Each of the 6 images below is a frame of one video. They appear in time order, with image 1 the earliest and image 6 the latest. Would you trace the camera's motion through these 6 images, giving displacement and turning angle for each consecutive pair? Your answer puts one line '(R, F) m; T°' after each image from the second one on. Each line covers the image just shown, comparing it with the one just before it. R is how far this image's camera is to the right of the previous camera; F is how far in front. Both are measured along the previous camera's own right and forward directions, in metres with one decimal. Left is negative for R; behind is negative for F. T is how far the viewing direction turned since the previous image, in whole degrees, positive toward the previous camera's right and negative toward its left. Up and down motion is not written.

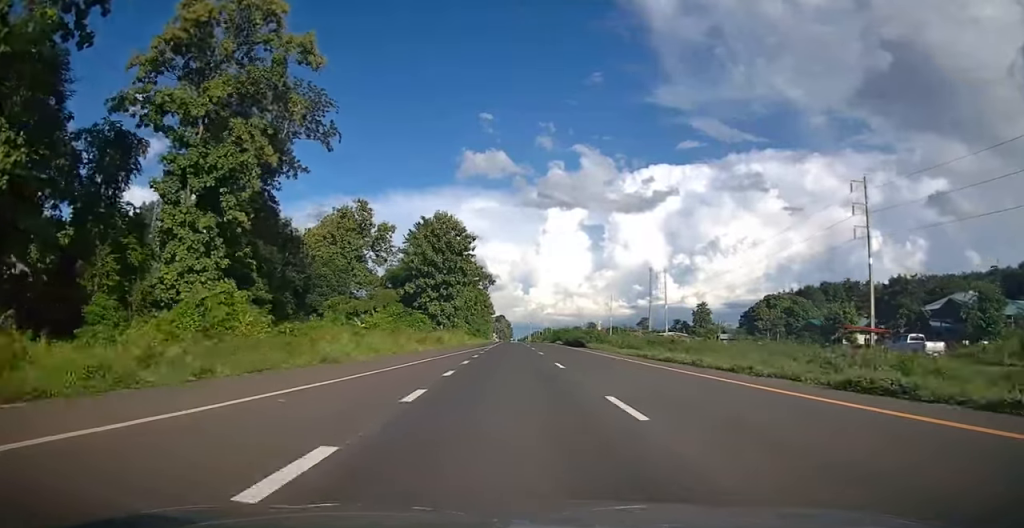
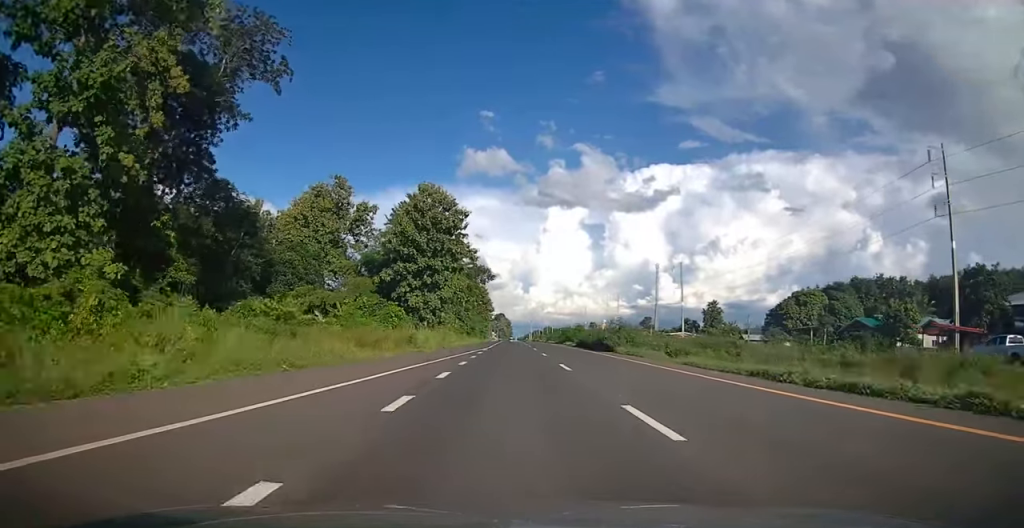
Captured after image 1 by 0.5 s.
(-0.1, +13.4) m; 0°
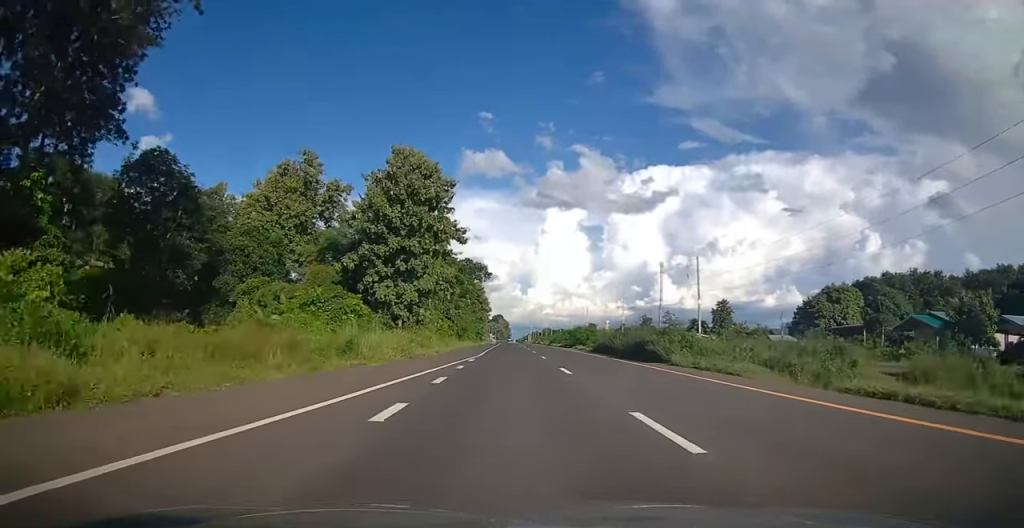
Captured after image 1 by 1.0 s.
(-0.1, +12.5) m; 0°
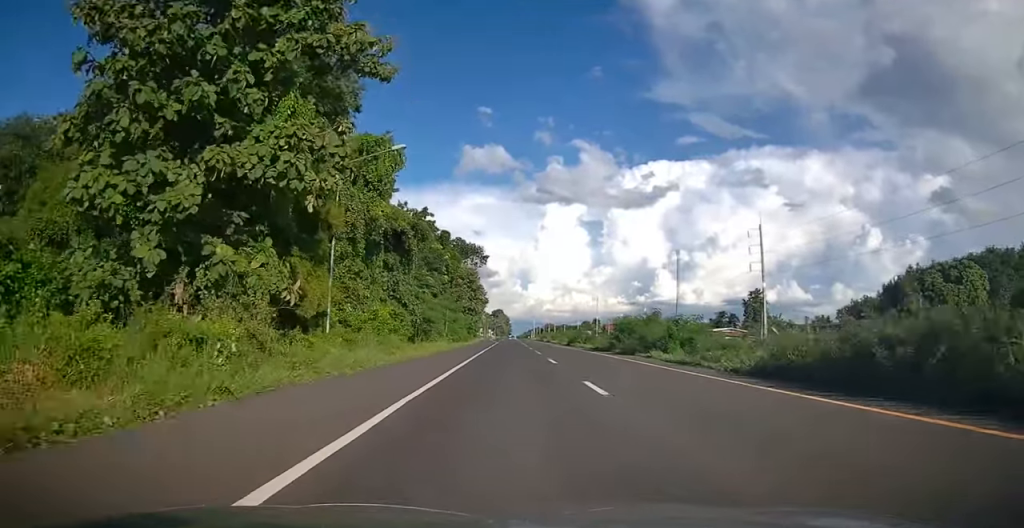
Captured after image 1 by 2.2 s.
(+0.2, +30.4) m; 0°
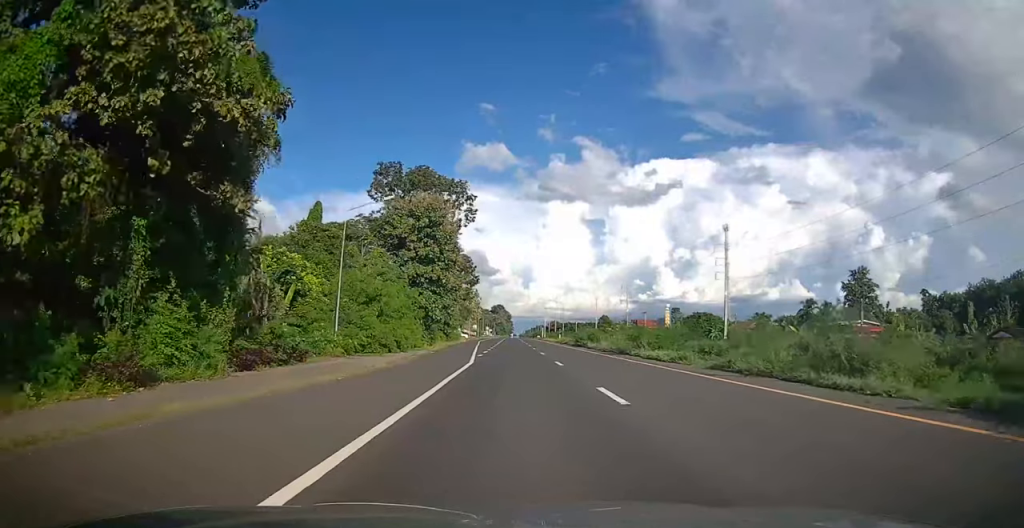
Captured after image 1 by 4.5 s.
(-0.1, +60.6) m; 0°
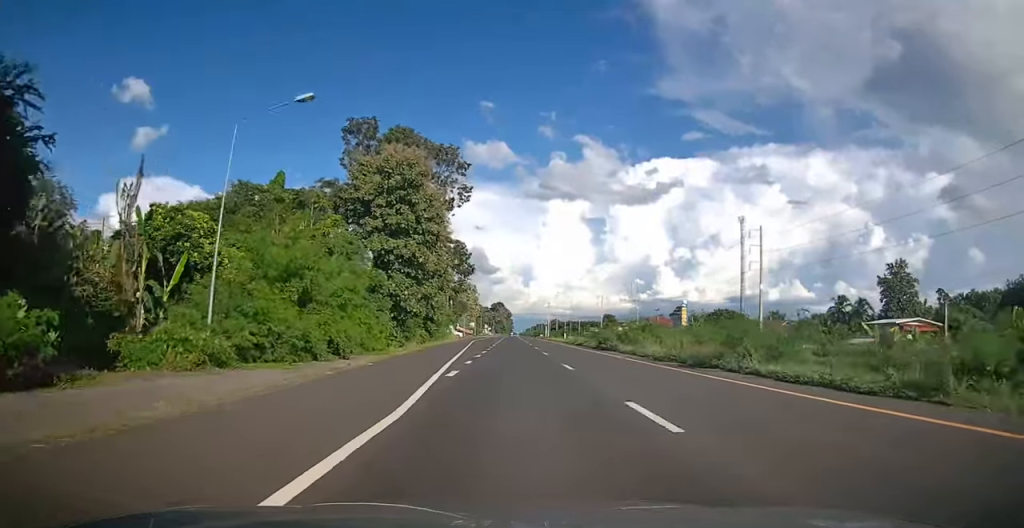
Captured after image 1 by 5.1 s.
(-0.1, +14.9) m; 0°
